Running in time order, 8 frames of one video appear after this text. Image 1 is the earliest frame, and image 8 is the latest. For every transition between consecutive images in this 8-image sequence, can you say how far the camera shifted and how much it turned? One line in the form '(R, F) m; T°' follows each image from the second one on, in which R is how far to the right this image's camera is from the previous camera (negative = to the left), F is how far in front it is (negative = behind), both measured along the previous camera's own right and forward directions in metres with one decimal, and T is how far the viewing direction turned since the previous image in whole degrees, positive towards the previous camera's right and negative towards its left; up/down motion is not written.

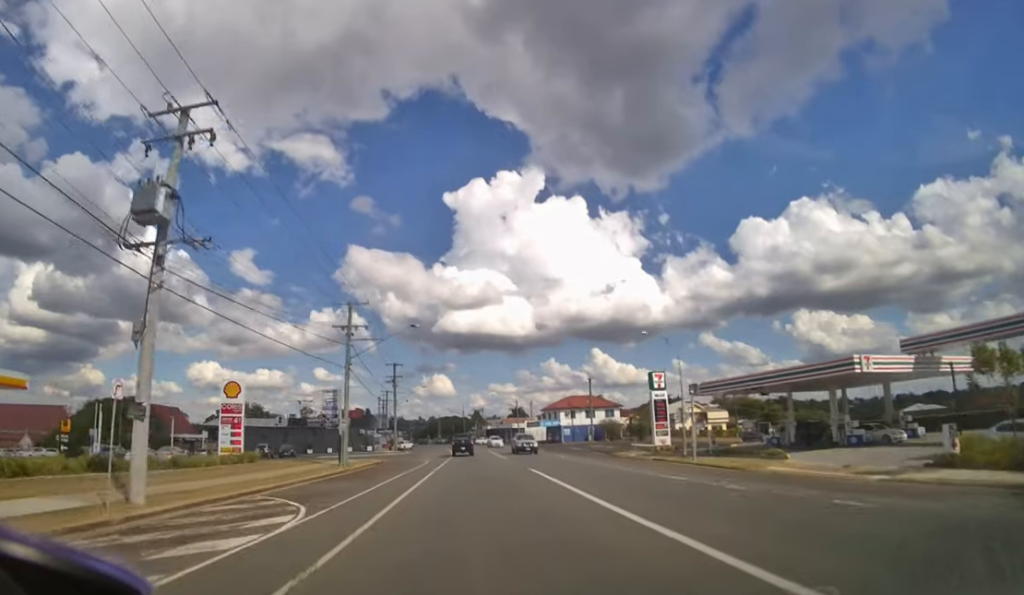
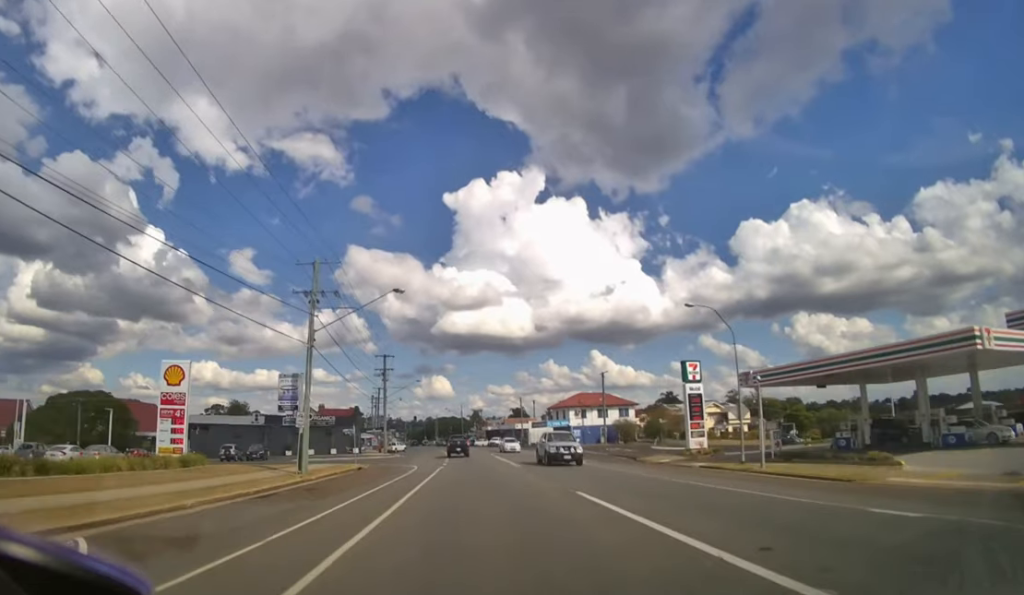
(0.0, +8.9) m; 0°
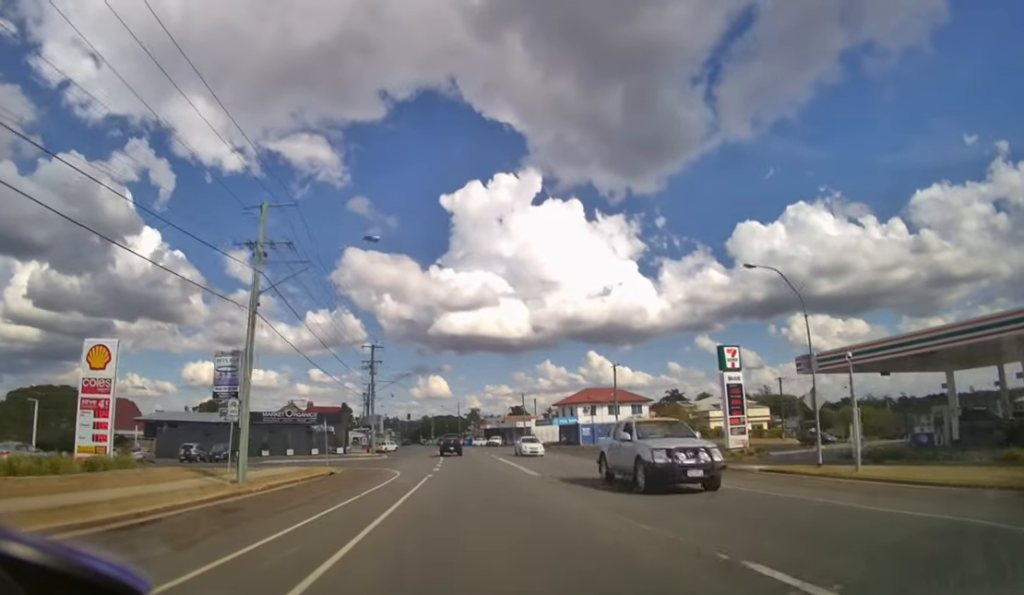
(0.0, +7.9) m; 0°
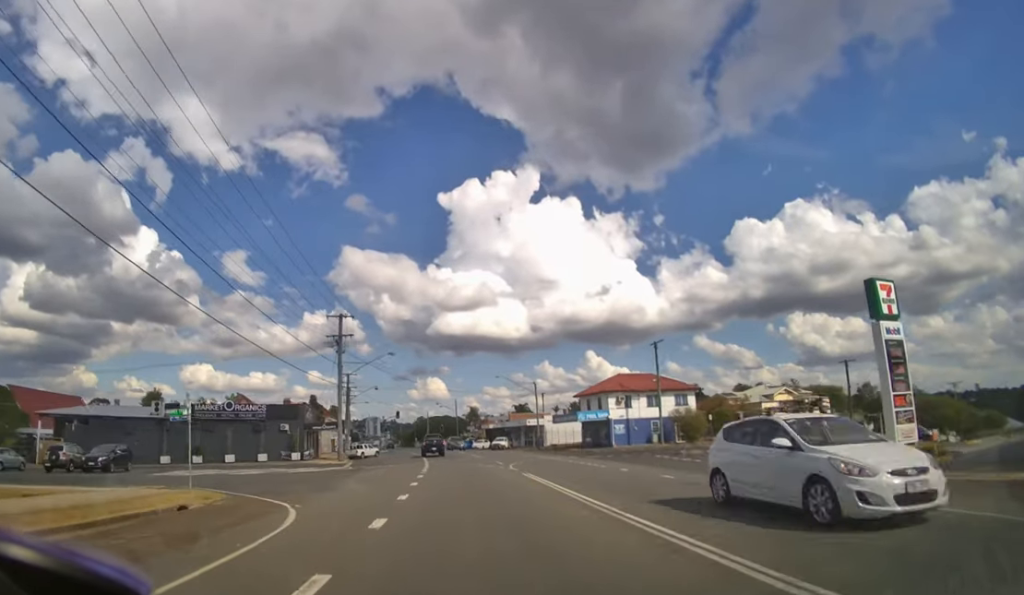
(0.0, +18.1) m; 0°
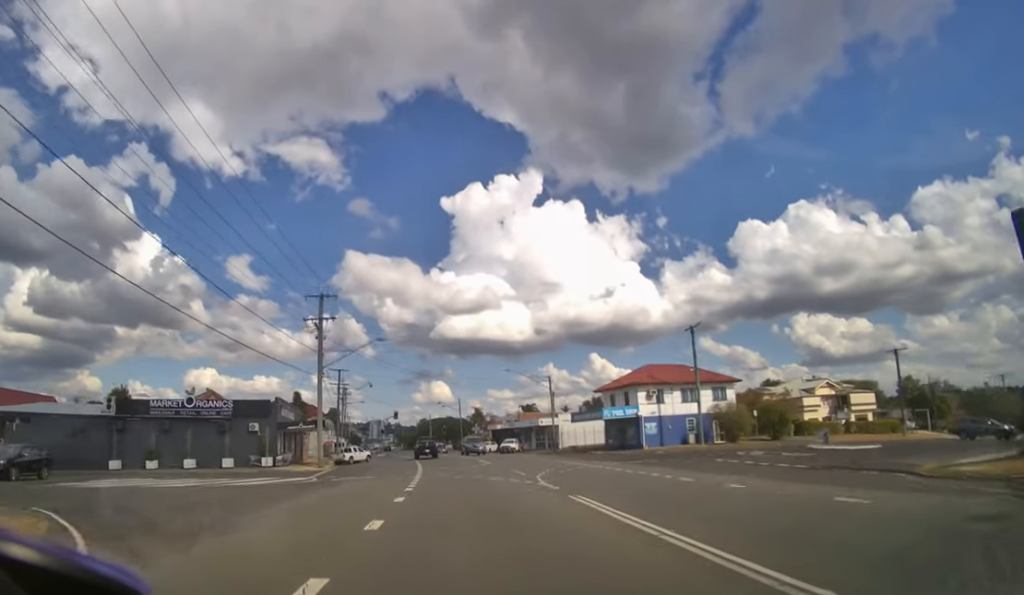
(+0.1, +8.8) m; 0°
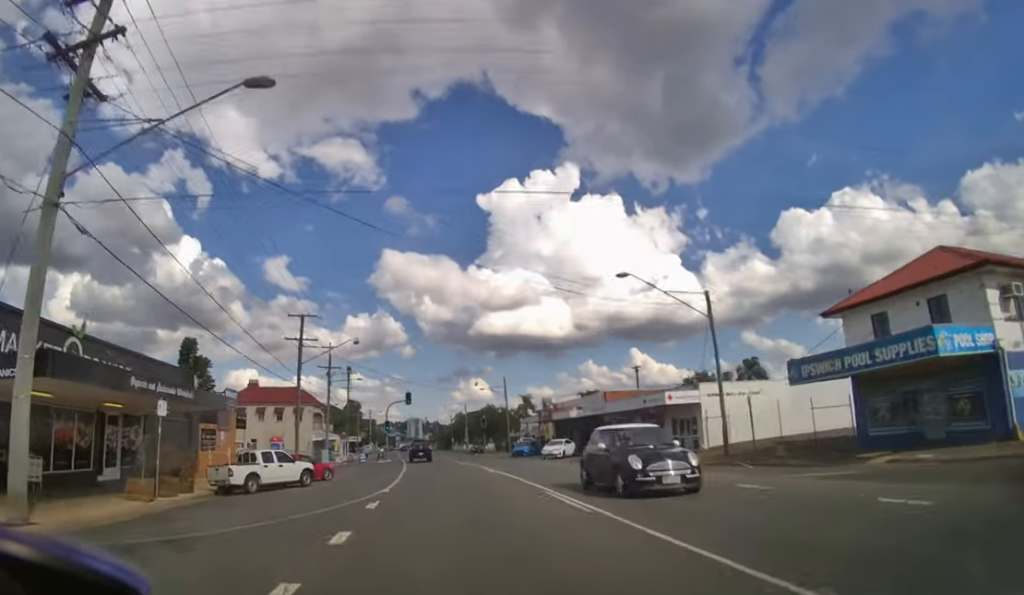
(-1.0, +31.2) m; -4°
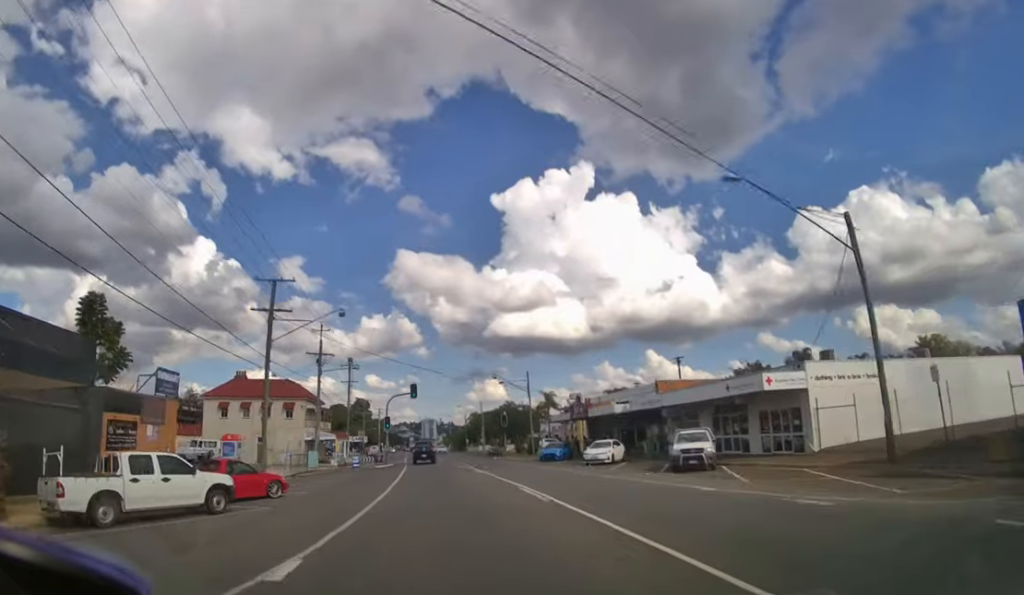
(-0.2, +9.3) m; -2°
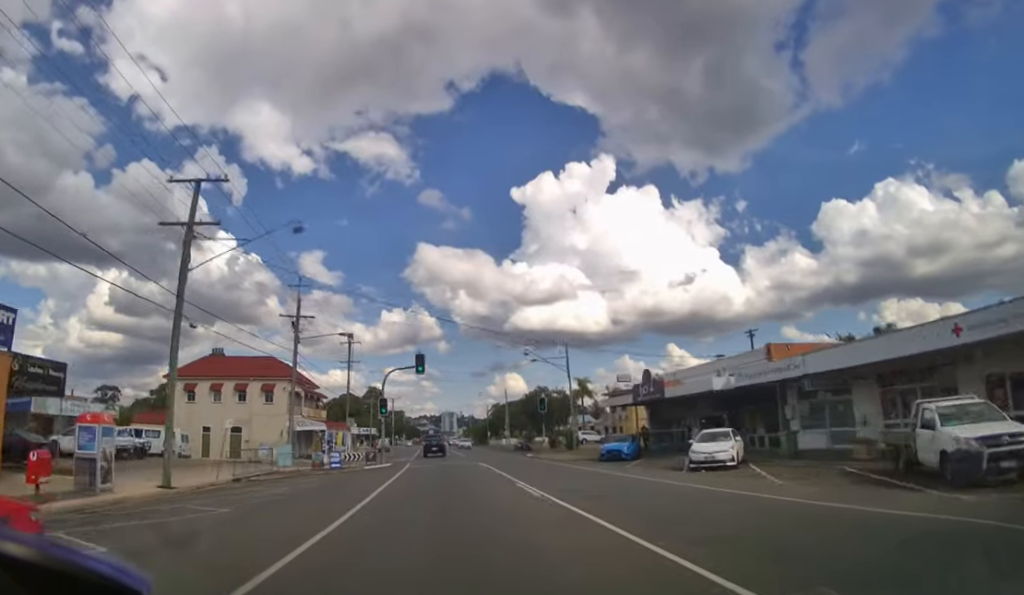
(-0.2, +12.4) m; -2°
